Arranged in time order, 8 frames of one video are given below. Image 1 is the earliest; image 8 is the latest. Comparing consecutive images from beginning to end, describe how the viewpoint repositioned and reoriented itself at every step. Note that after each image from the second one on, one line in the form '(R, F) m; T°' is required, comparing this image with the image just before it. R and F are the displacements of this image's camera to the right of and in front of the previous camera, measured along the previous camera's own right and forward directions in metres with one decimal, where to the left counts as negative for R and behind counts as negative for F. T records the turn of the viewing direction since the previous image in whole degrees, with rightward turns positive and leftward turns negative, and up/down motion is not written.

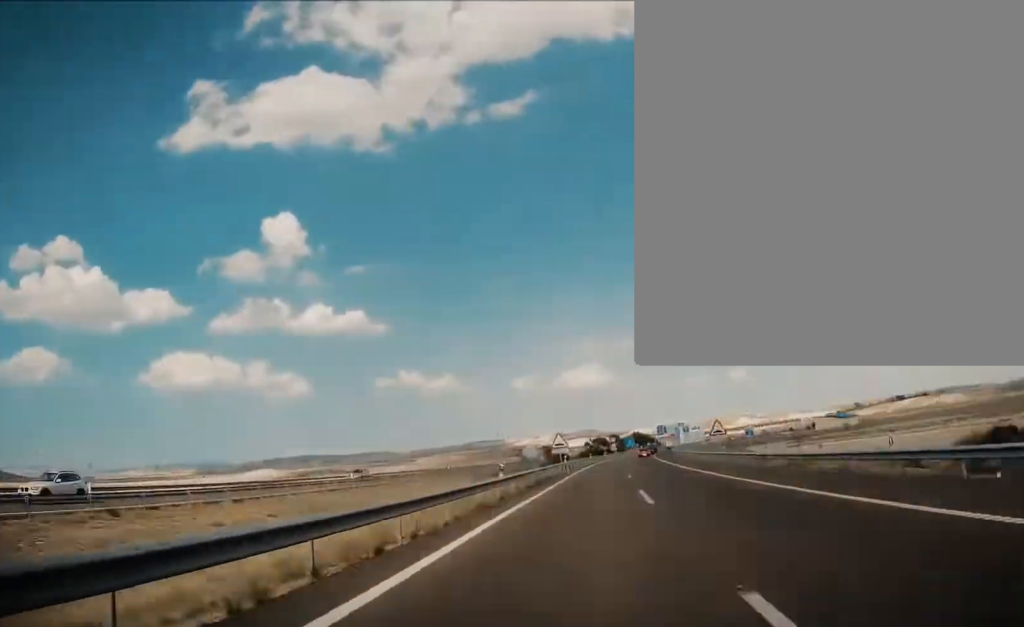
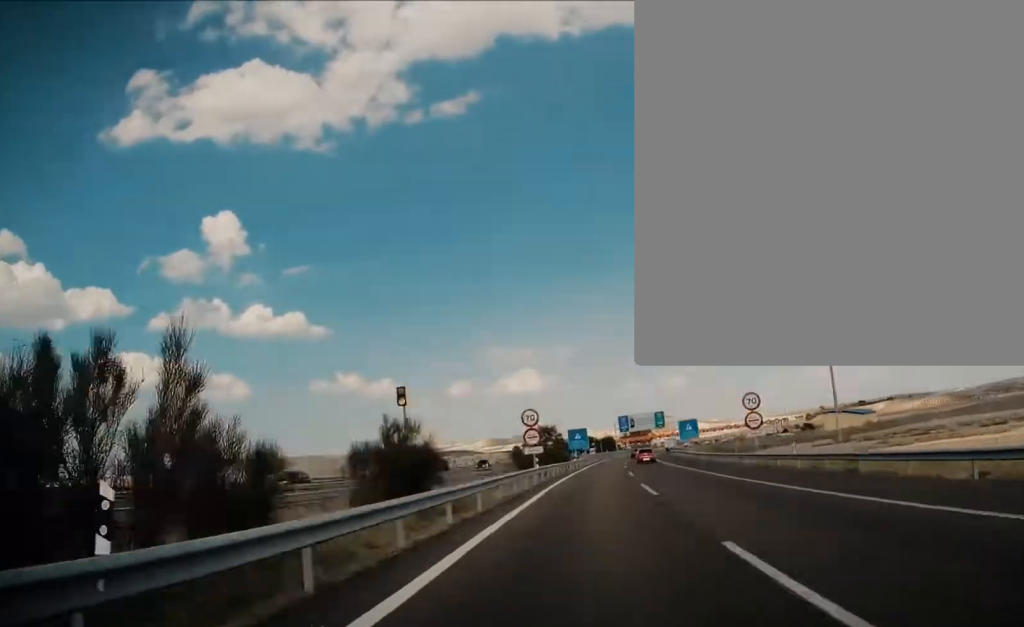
(+4.1, +94.9) m; +4°
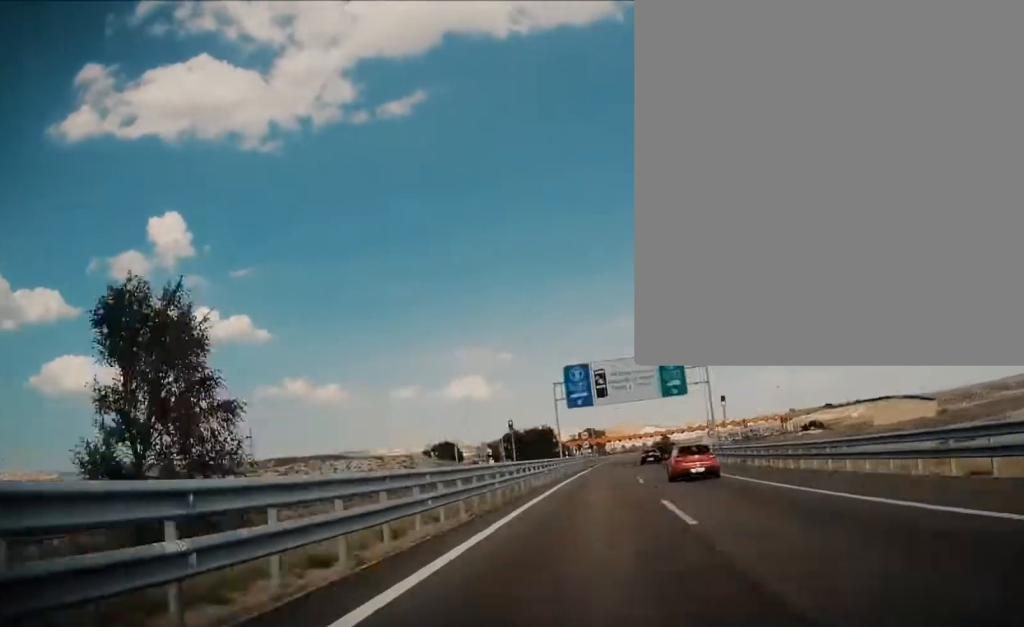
(+2.2, +82.6) m; +4°
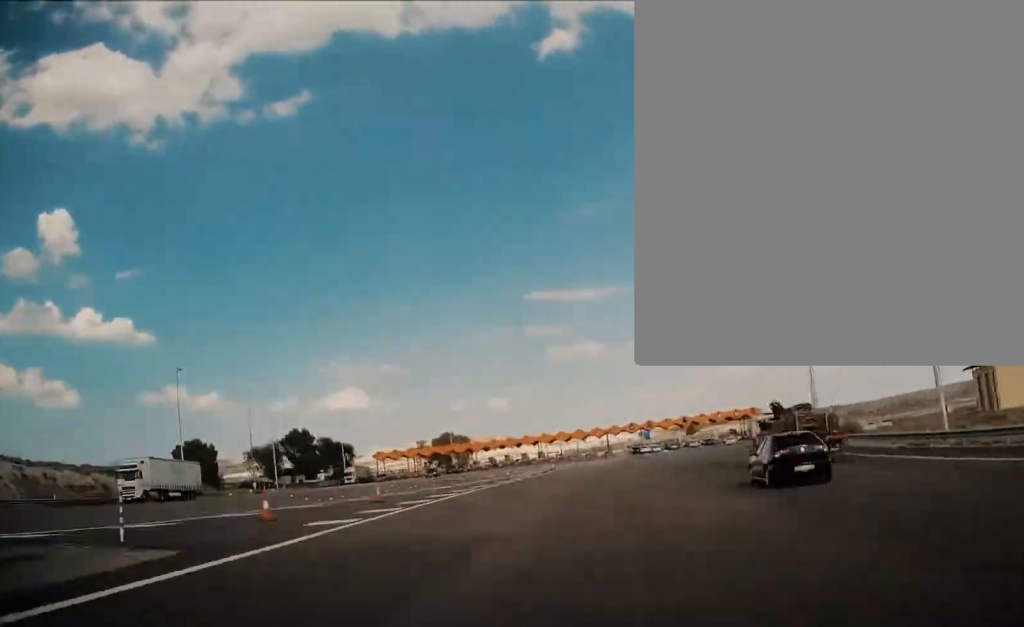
(+7.1, +78.4) m; +5°
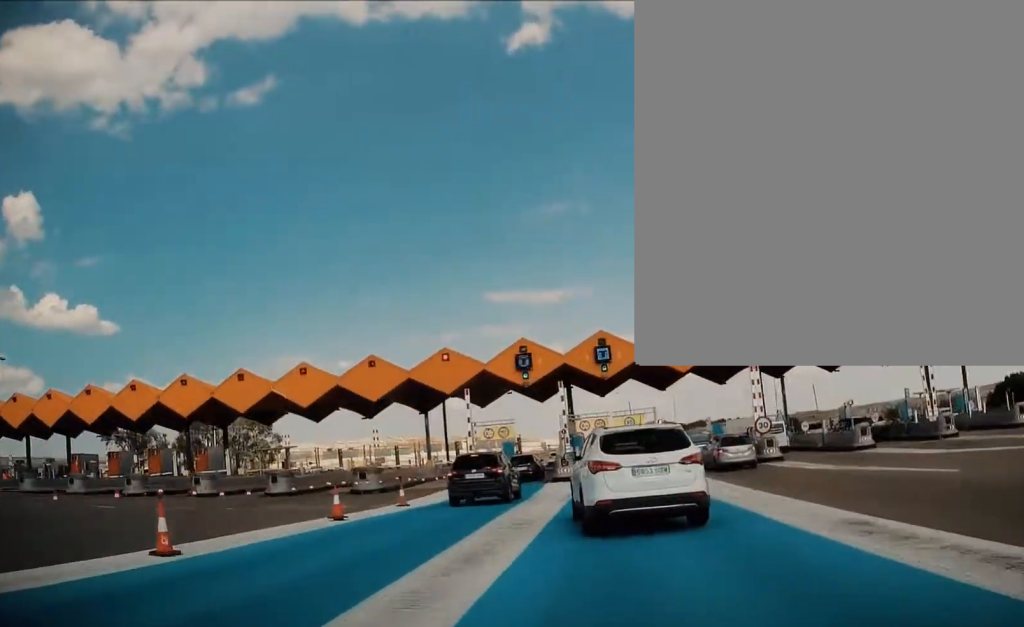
(+7.8, +118.1) m; +6°
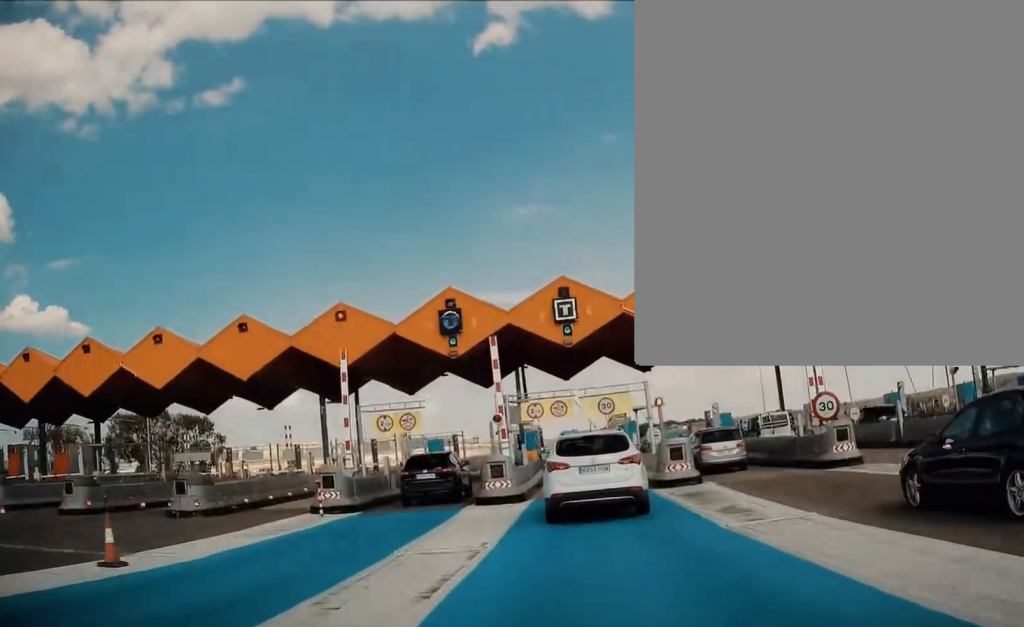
(+1.0, +50.6) m; -2°
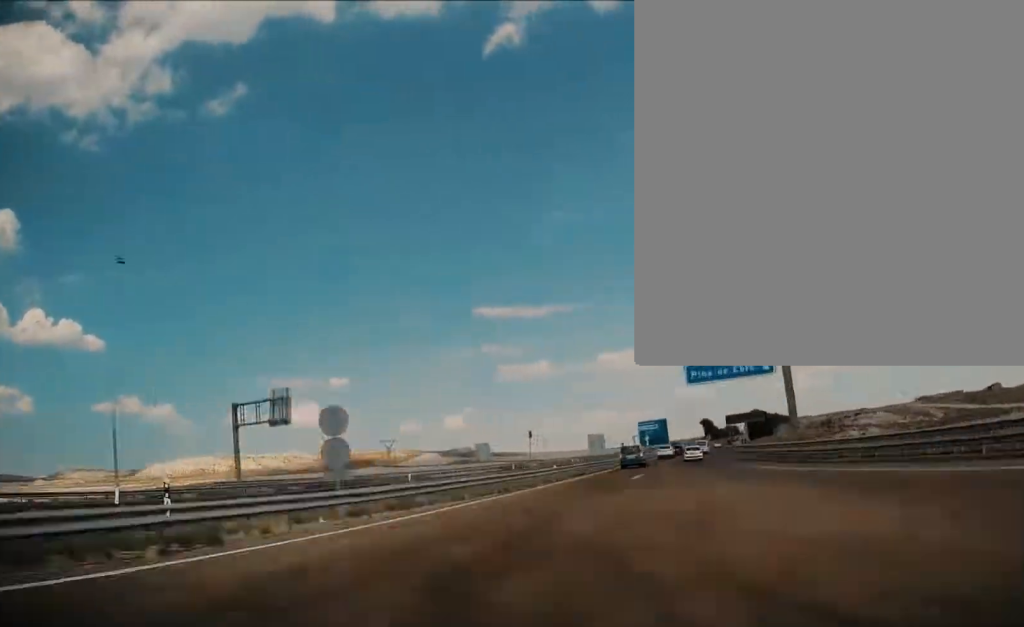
(+16.3, +327.2) m; +10°
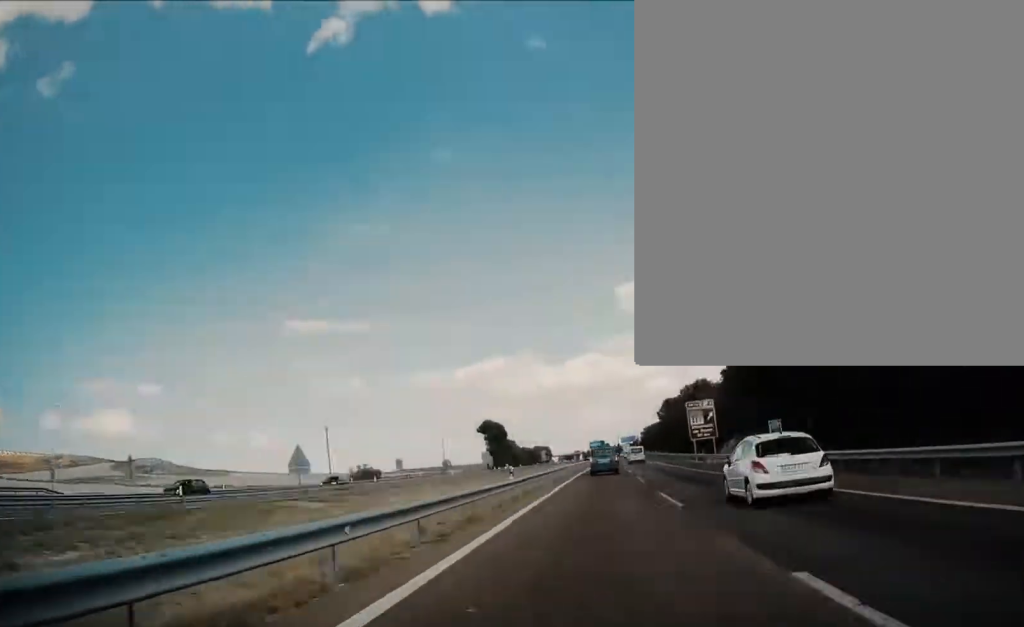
(+16.8, +235.9) m; +5°
